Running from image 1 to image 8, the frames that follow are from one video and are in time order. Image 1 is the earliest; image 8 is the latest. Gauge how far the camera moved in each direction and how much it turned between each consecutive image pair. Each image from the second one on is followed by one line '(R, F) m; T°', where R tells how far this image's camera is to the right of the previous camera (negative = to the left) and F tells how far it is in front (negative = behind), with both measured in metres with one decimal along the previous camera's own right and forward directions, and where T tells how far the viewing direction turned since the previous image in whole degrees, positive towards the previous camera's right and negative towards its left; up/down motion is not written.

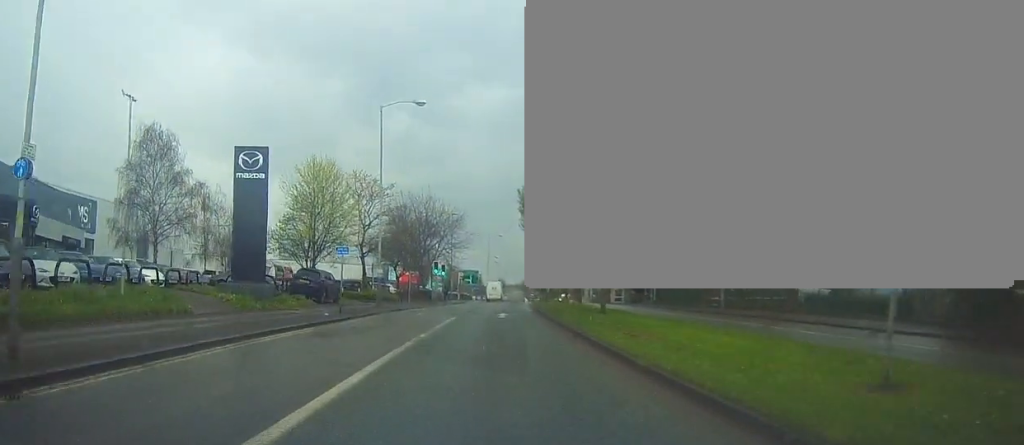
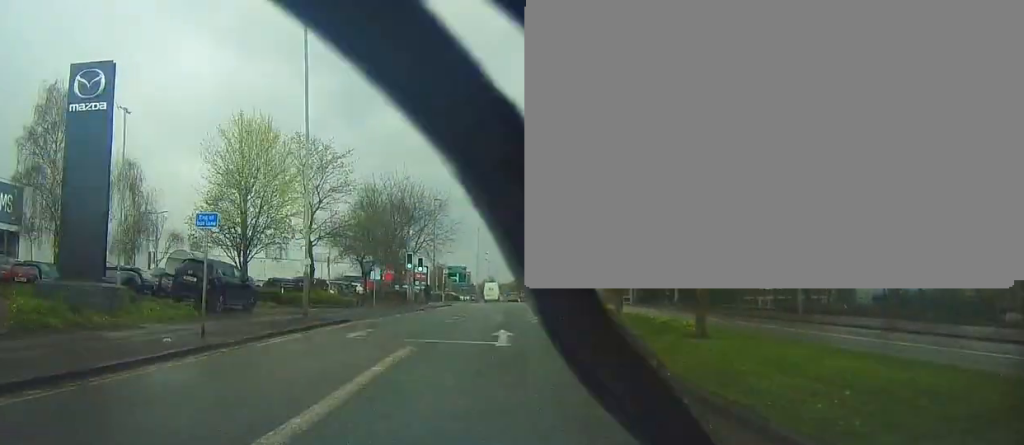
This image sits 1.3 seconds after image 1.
(+0.1, +13.4) m; +1°
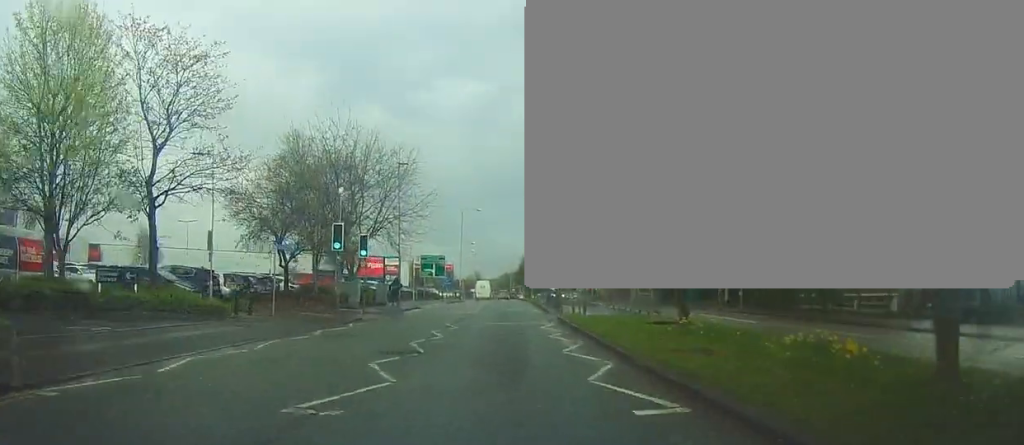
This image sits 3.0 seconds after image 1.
(+0.6, +18.4) m; +2°
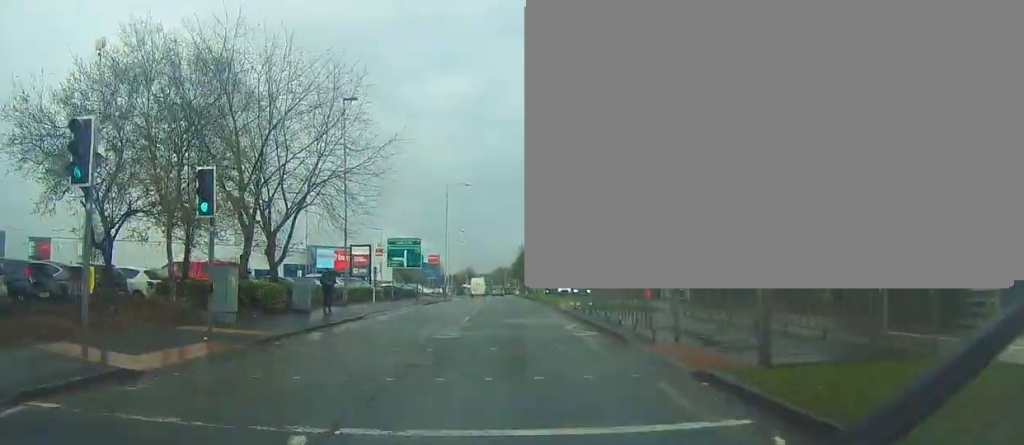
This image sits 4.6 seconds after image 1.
(-0.2, +17.2) m; 0°
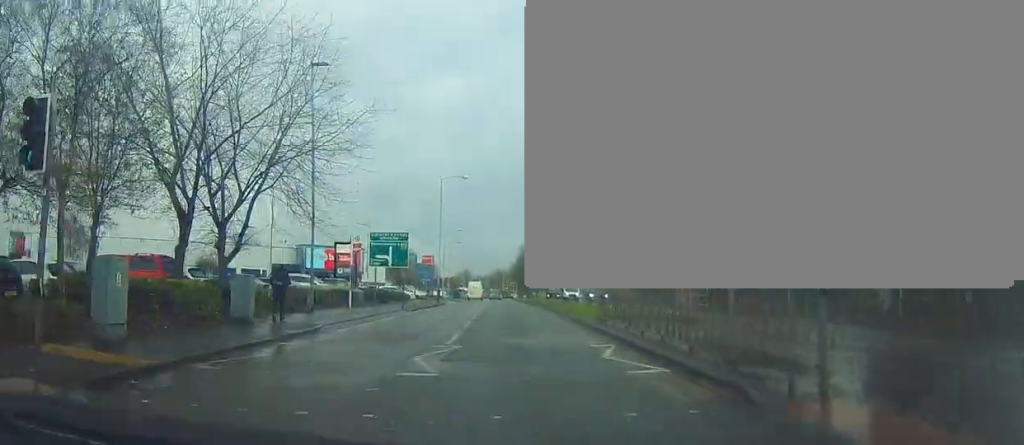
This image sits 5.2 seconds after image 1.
(+0.1, +6.1) m; +1°
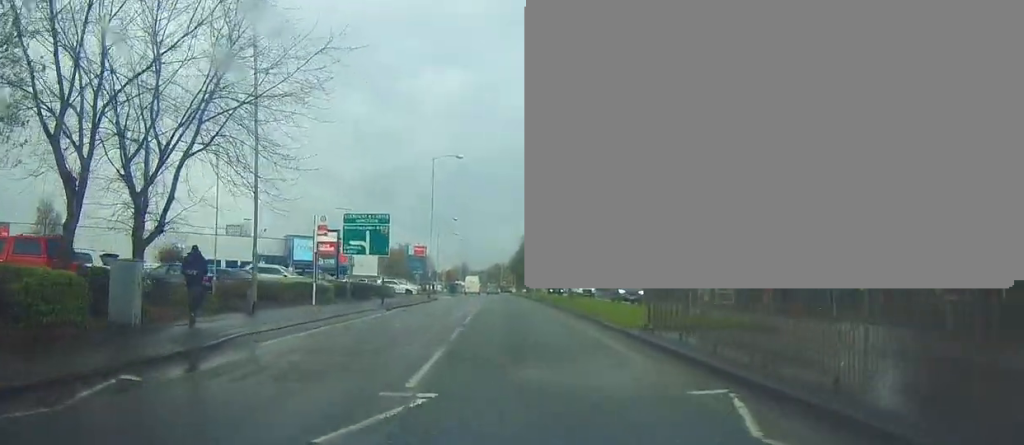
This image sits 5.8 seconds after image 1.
(0.0, +6.7) m; 0°
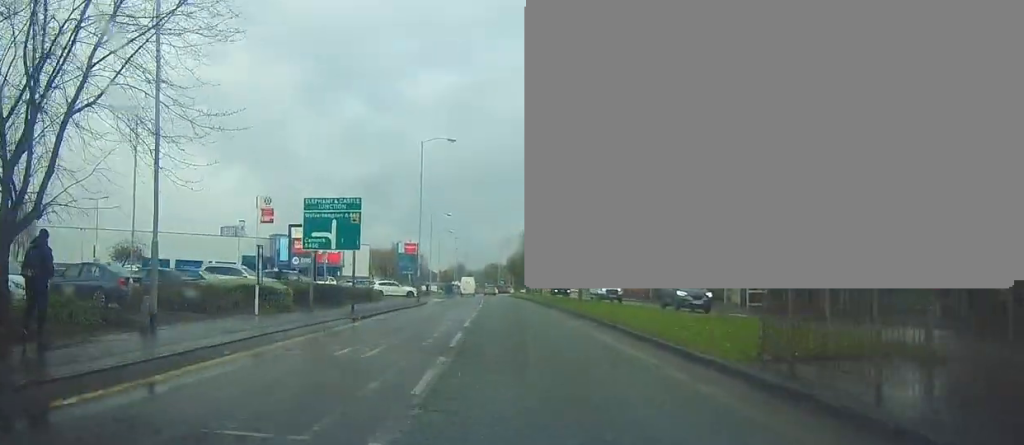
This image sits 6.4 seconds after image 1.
(0.0, +6.6) m; 0°
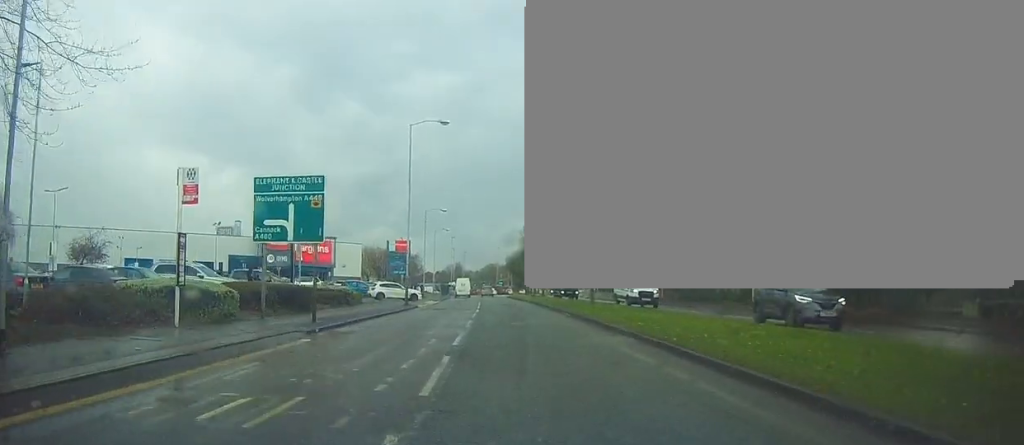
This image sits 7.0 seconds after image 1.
(0.0, +5.5) m; -1°
